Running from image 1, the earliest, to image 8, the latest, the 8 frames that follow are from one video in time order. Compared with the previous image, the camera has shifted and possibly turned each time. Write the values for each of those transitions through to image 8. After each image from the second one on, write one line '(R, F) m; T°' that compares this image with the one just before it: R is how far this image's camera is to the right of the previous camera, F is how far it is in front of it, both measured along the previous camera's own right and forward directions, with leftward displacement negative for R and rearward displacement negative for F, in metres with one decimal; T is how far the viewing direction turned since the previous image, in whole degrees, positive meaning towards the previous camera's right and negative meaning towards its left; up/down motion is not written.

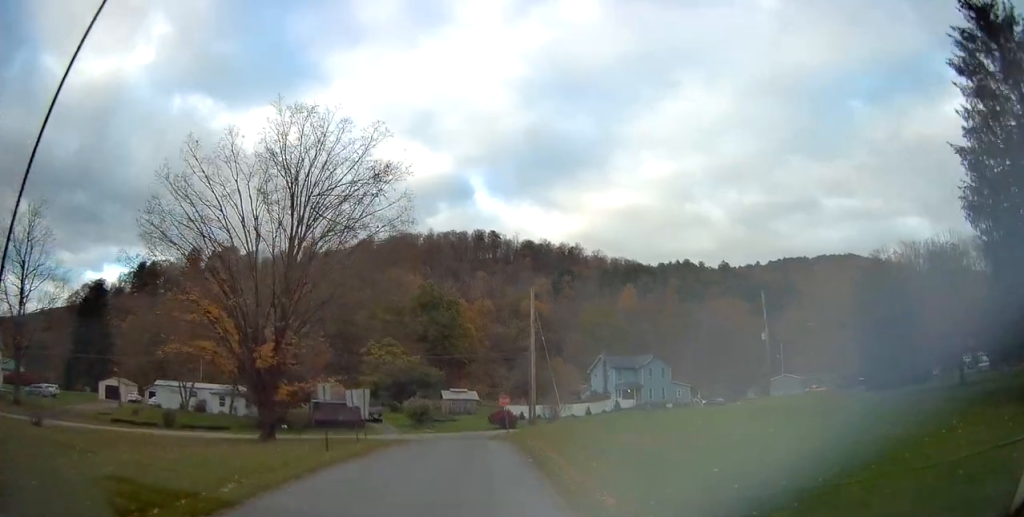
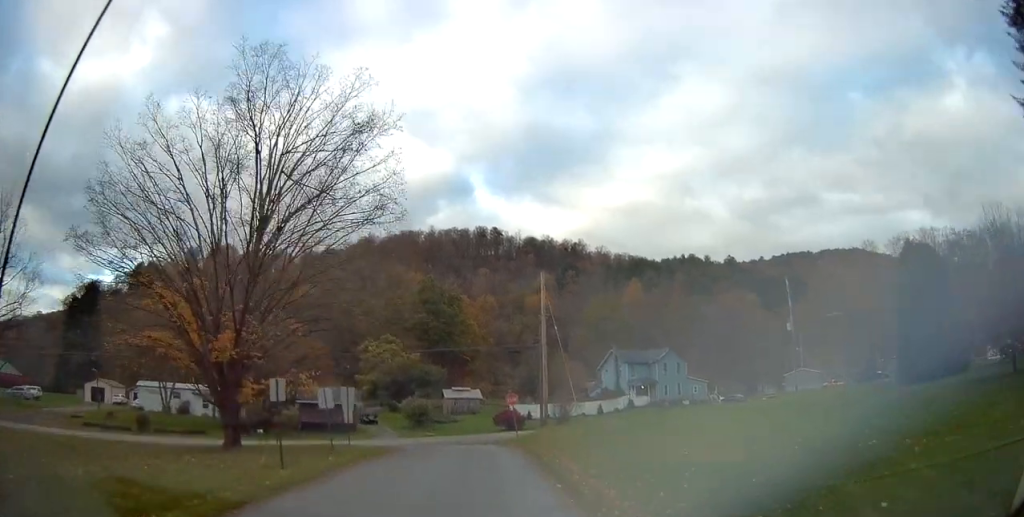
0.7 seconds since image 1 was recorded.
(0.0, +5.1) m; 0°
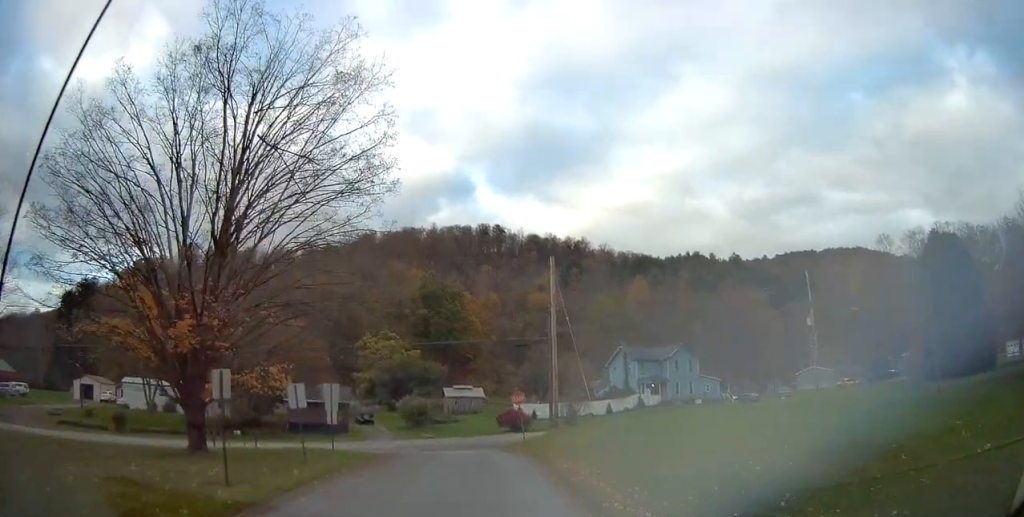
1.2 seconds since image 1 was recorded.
(0.0, +3.7) m; 0°
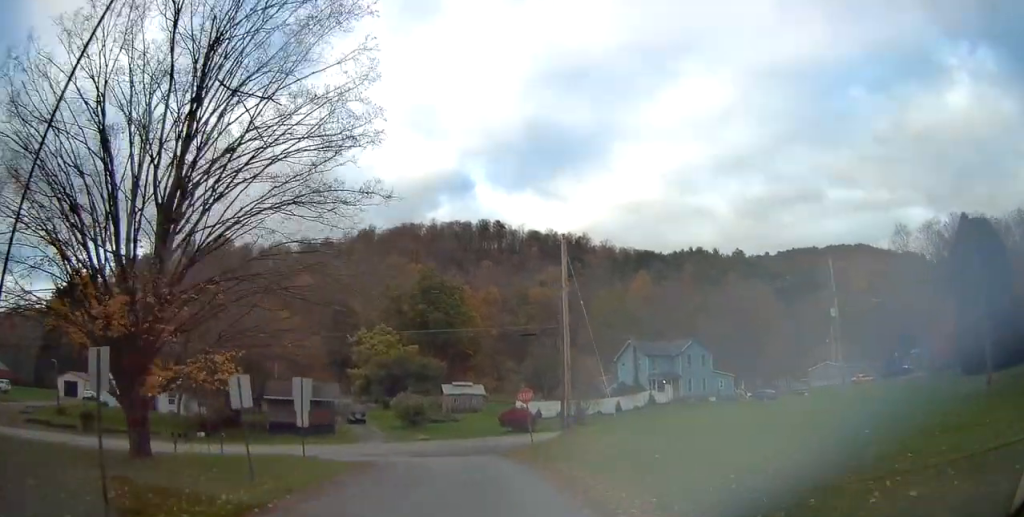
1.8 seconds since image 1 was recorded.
(0.0, +4.2) m; -1°
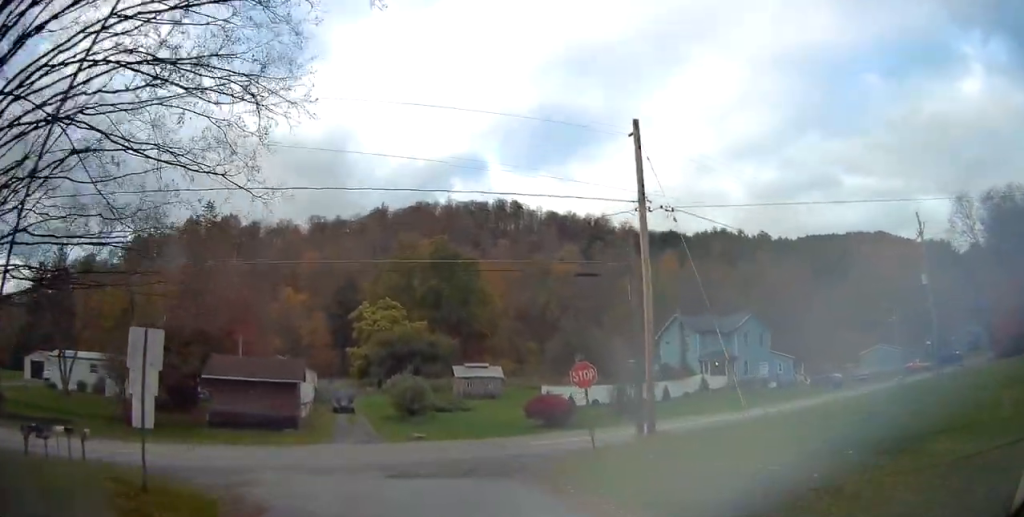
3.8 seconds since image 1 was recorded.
(-0.3, +10.5) m; -1°
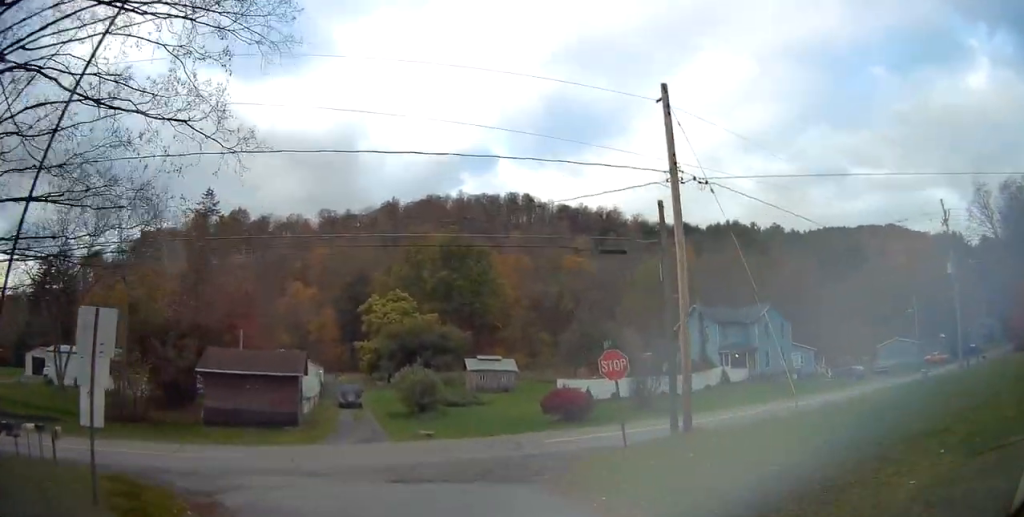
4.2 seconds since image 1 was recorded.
(0.0, +1.8) m; +1°
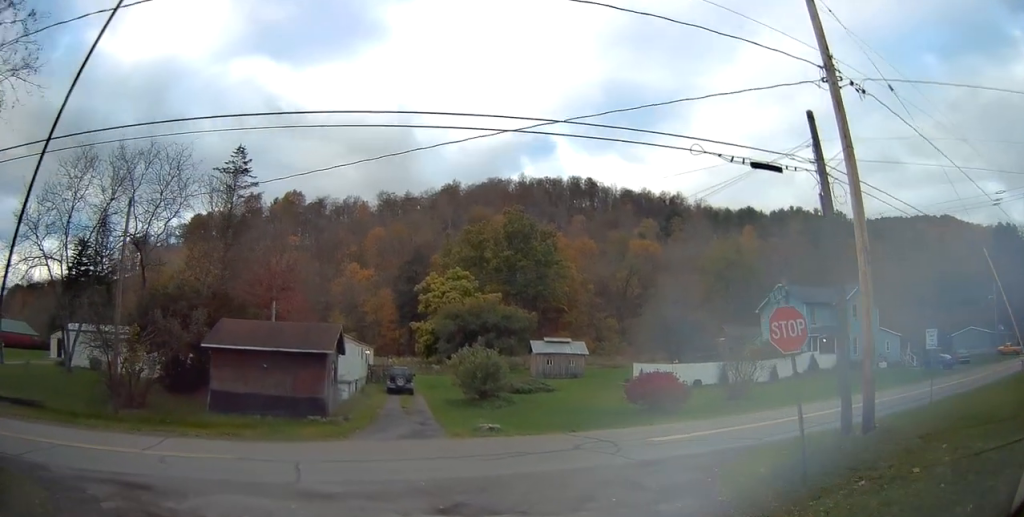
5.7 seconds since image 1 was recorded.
(-0.2, +4.2) m; -11°
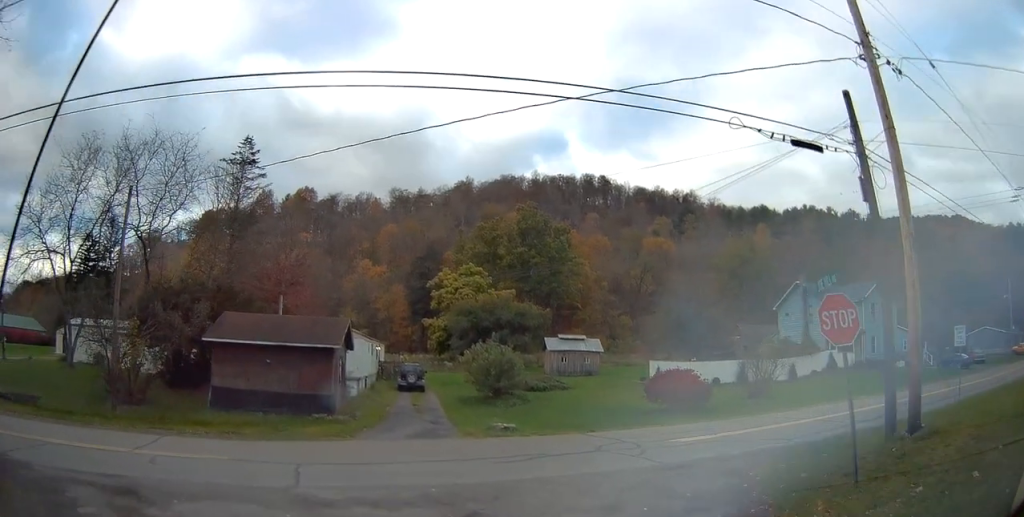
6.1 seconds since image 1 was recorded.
(-0.1, +0.9) m; -5°
